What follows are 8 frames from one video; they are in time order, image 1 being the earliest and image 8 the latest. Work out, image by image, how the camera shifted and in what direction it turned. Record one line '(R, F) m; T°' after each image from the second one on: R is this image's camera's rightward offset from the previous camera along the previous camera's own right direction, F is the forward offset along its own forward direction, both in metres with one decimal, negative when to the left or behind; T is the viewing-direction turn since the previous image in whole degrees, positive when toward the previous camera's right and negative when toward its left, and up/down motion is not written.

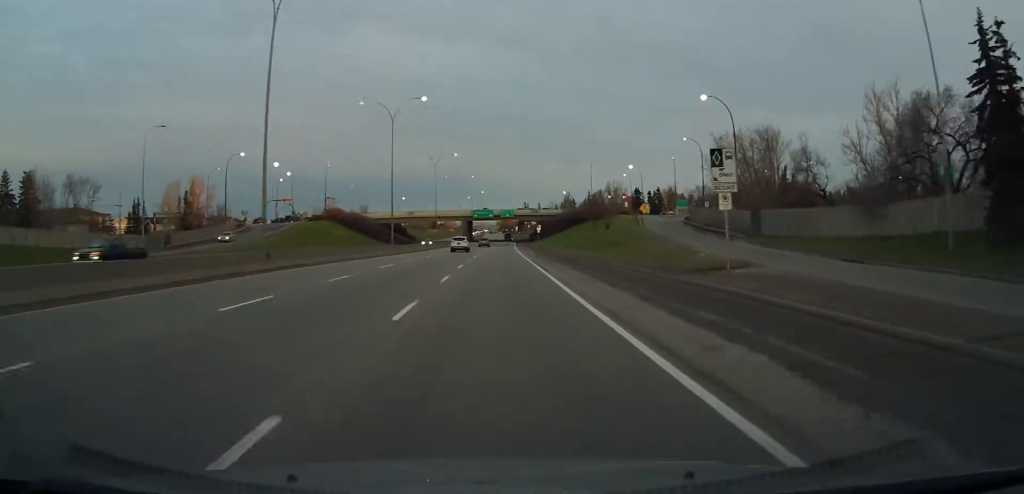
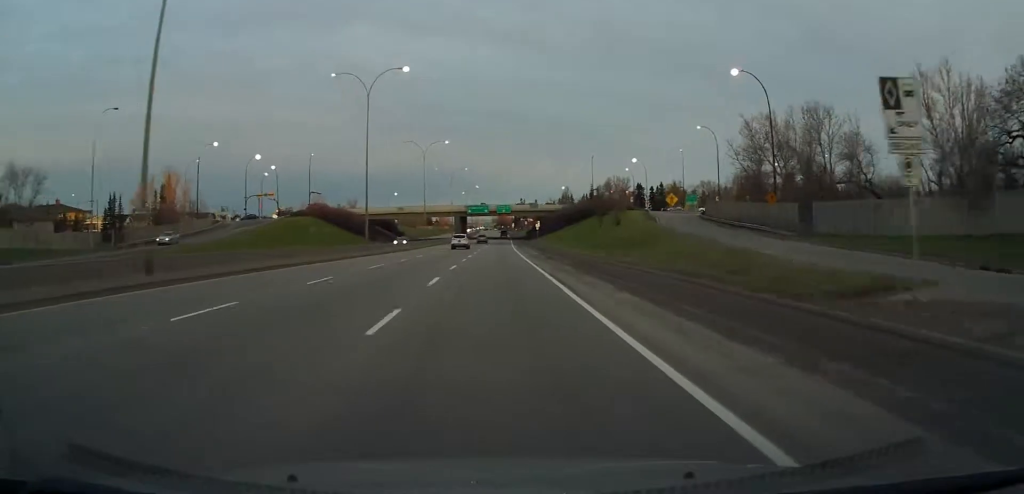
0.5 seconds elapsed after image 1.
(0.0, +10.6) m; 0°
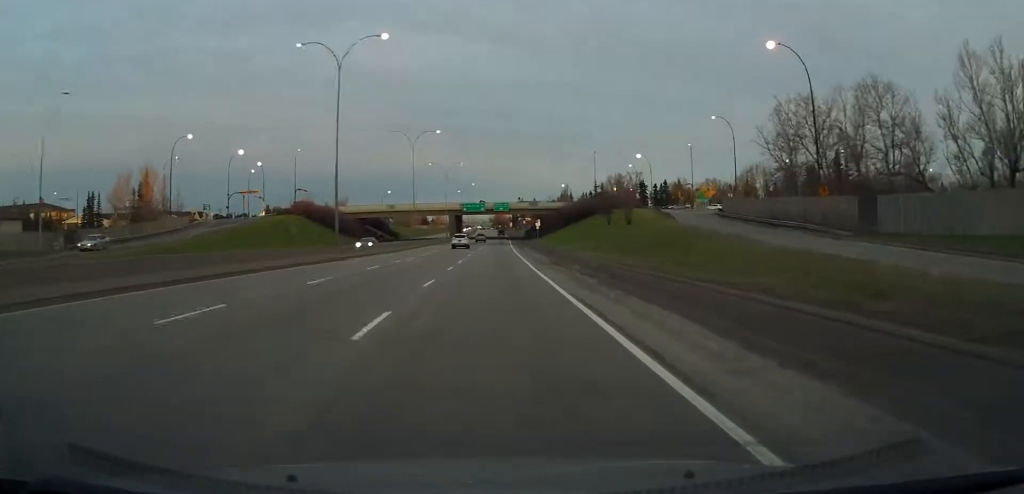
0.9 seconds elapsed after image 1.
(+0.1, +9.2) m; 0°
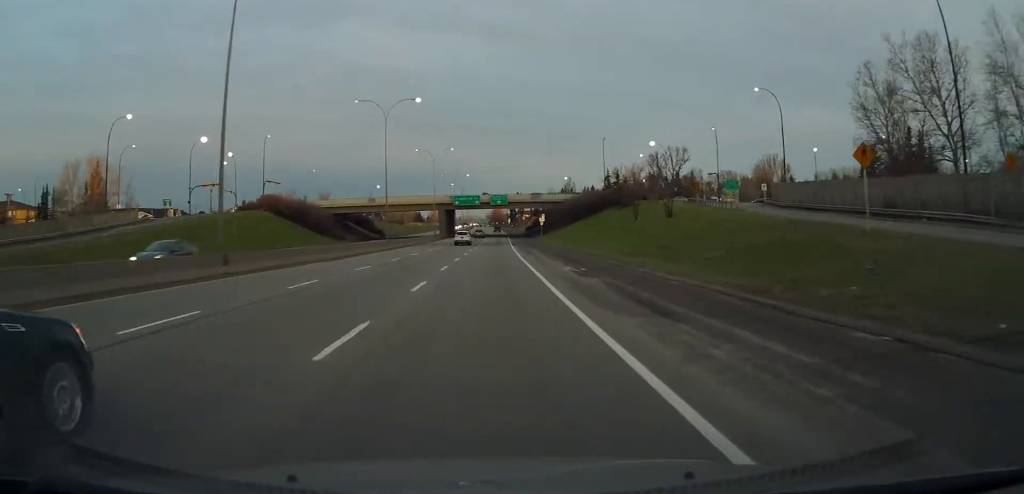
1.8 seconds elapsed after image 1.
(+0.1, +18.5) m; 0°
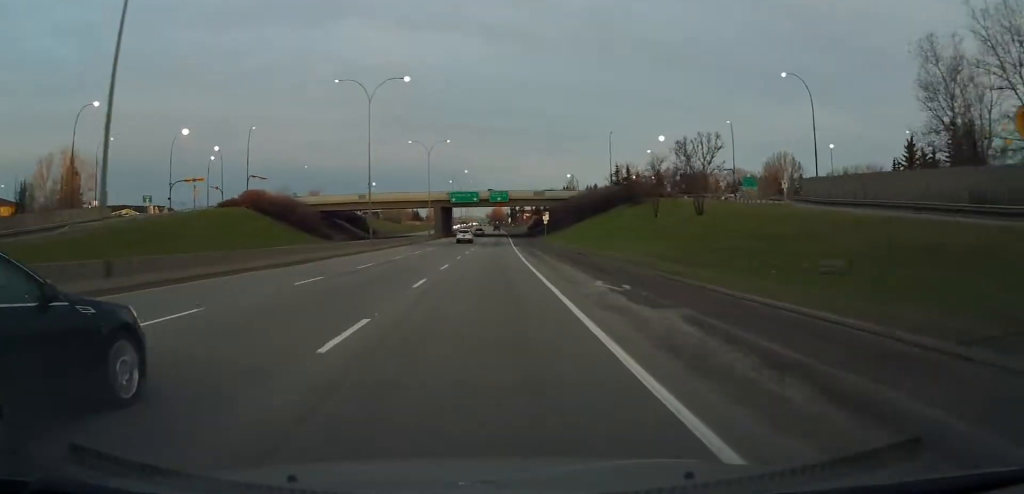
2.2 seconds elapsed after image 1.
(0.0, +8.6) m; 0°
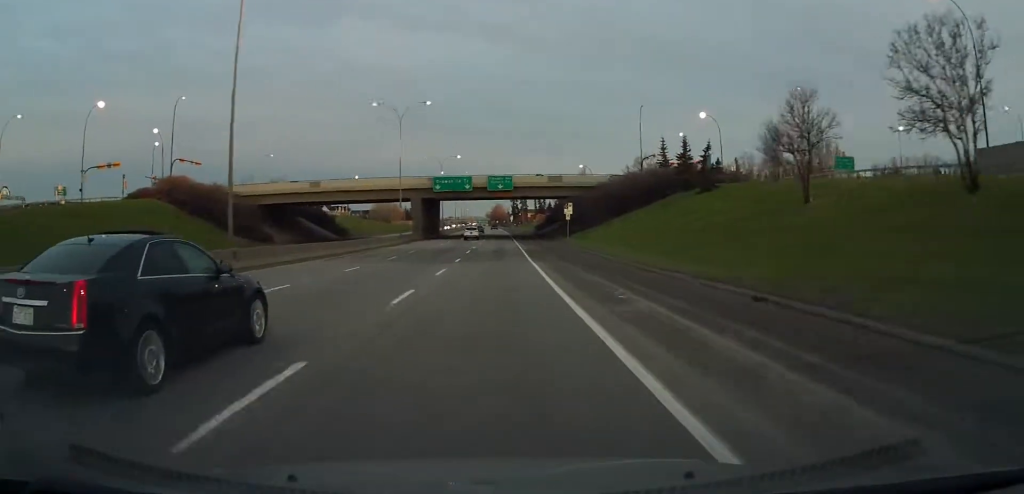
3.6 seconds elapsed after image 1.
(0.0, +29.7) m; 0°
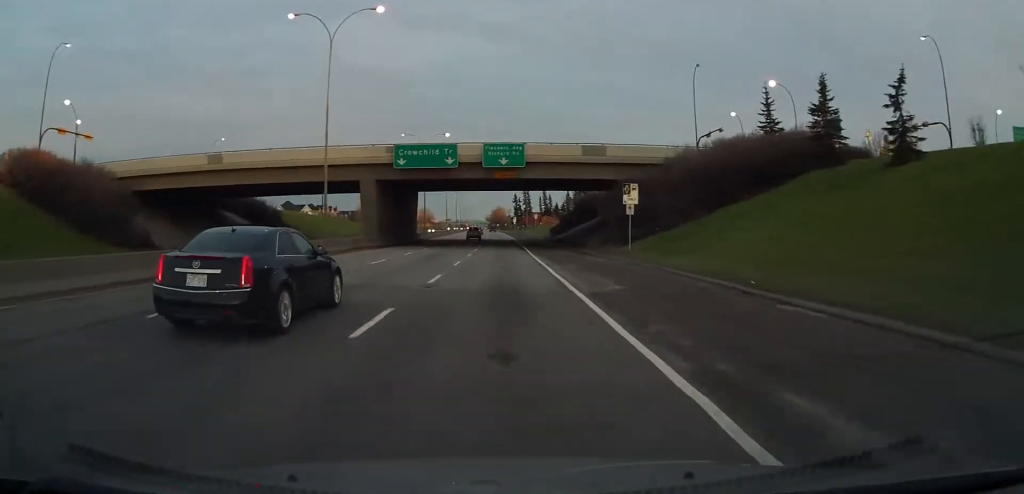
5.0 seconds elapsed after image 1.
(0.0, +31.1) m; 0°
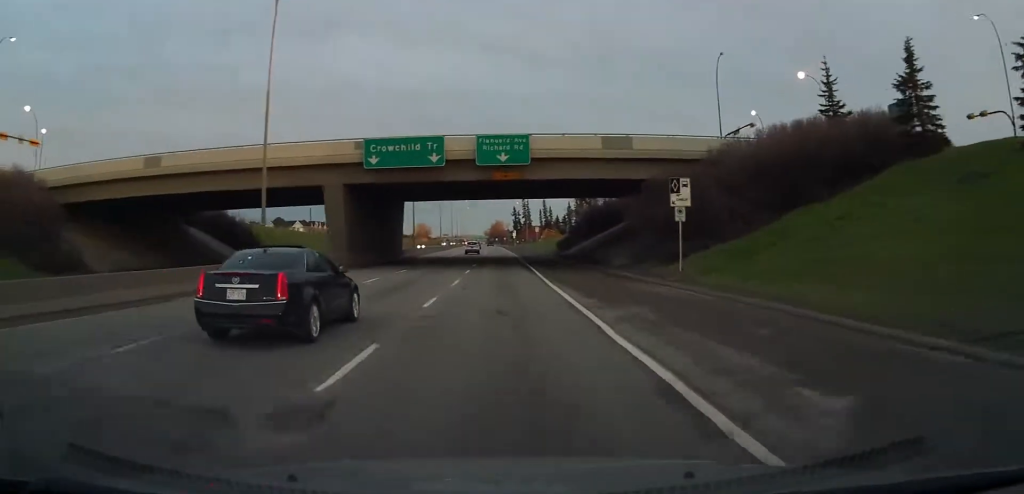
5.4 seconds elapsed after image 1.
(0.0, +10.5) m; 0°
